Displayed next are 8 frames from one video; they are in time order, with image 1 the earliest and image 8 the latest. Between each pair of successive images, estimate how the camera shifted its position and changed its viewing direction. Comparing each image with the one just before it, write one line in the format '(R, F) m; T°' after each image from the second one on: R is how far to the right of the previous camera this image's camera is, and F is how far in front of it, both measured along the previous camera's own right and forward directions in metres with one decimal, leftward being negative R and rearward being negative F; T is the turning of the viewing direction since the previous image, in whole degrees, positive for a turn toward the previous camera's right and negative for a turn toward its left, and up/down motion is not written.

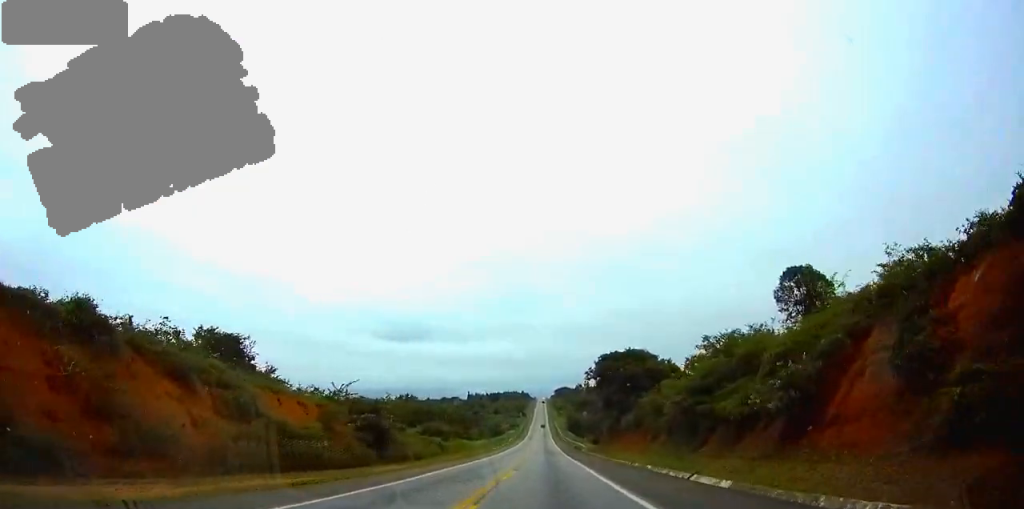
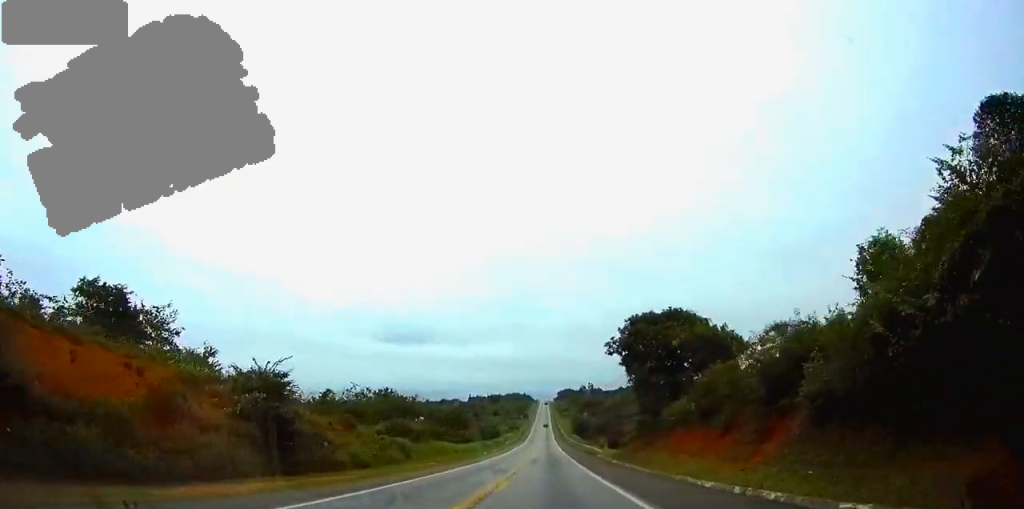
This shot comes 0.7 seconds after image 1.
(-0.1, +23.8) m; 0°
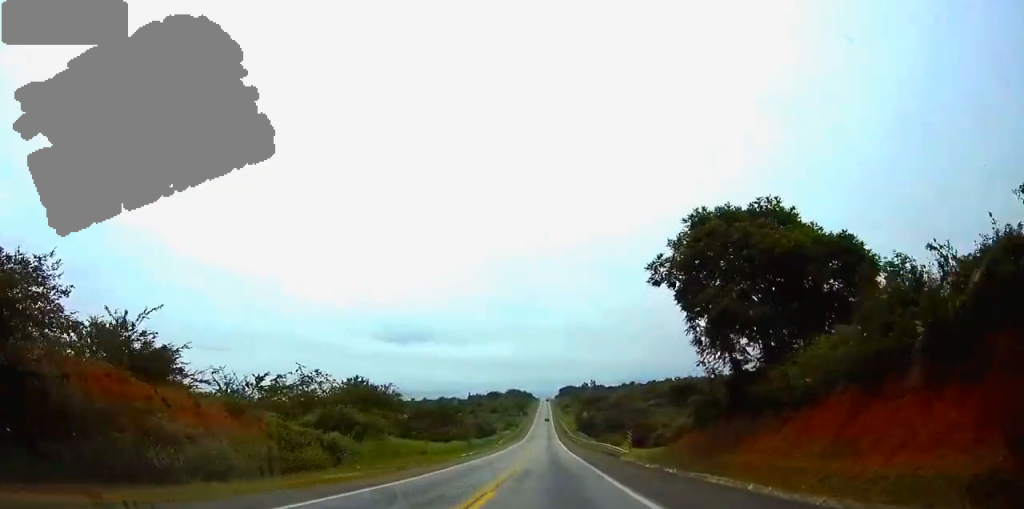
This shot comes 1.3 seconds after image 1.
(0.0, +22.8) m; 0°
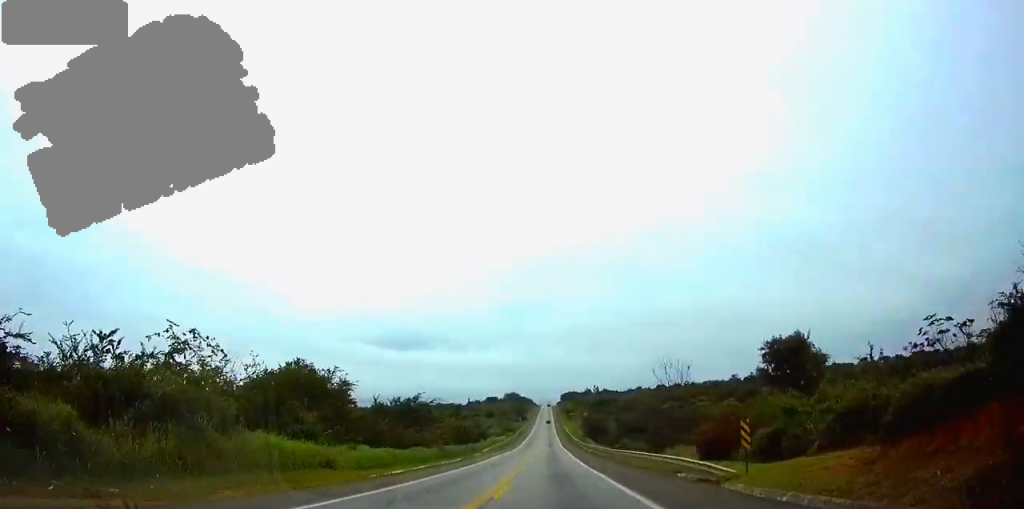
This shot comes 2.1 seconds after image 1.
(-0.1, +29.1) m; 0°
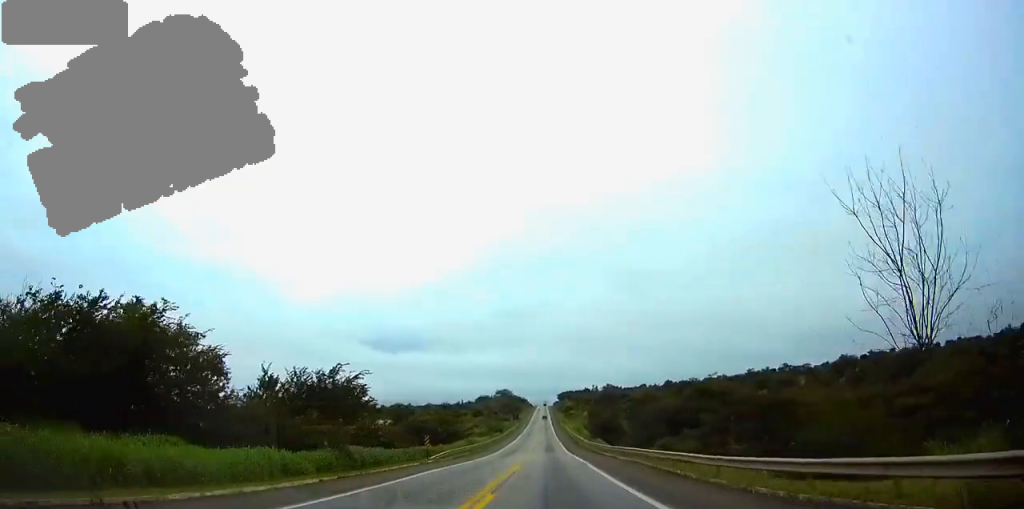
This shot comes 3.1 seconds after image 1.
(0.0, +38.0) m; 0°
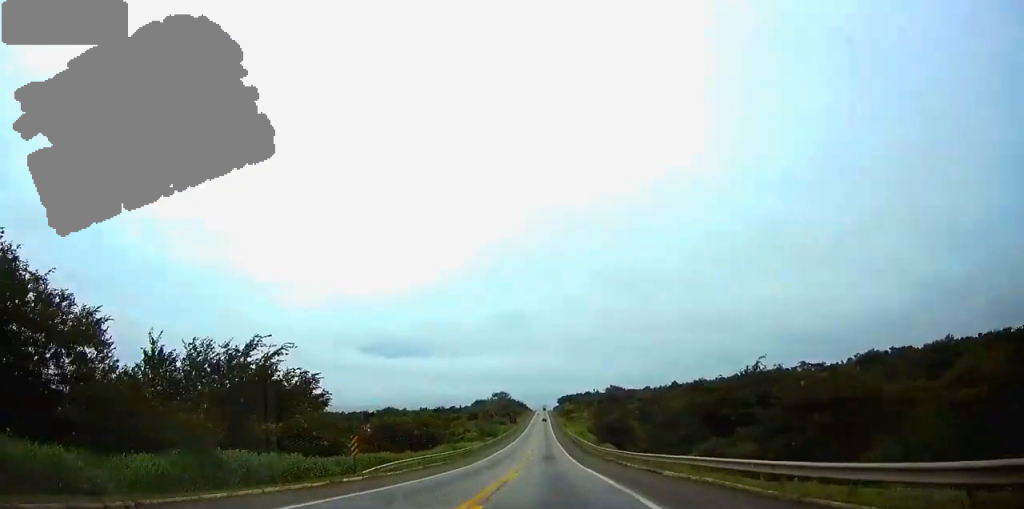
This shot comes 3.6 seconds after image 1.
(0.0, +18.5) m; 0°
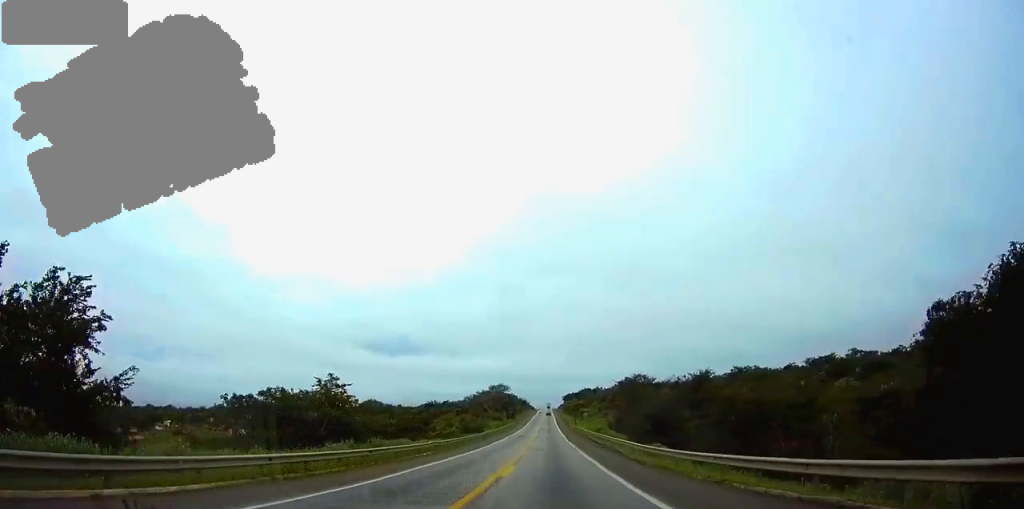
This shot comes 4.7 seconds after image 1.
(+0.1, +38.4) m; 0°
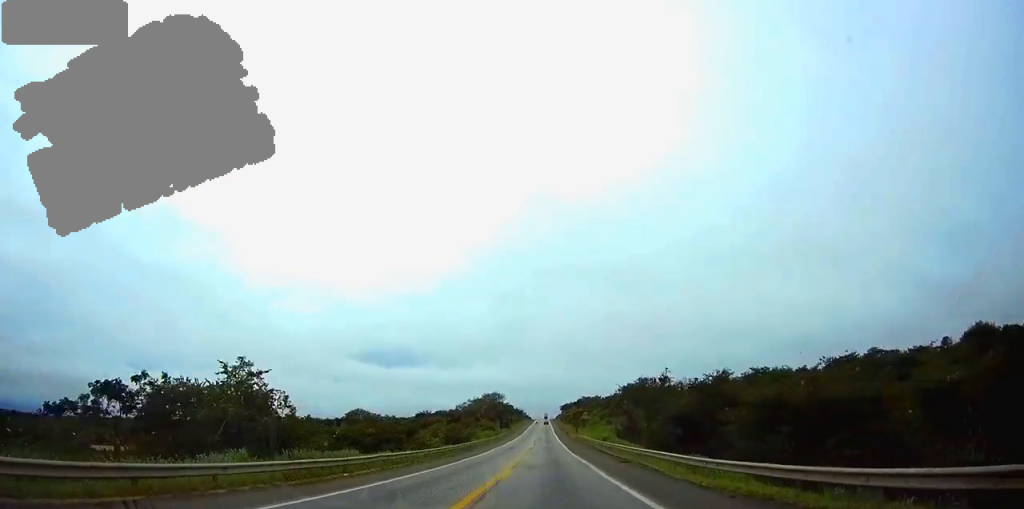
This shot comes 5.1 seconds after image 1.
(0.0, +14.9) m; 0°
